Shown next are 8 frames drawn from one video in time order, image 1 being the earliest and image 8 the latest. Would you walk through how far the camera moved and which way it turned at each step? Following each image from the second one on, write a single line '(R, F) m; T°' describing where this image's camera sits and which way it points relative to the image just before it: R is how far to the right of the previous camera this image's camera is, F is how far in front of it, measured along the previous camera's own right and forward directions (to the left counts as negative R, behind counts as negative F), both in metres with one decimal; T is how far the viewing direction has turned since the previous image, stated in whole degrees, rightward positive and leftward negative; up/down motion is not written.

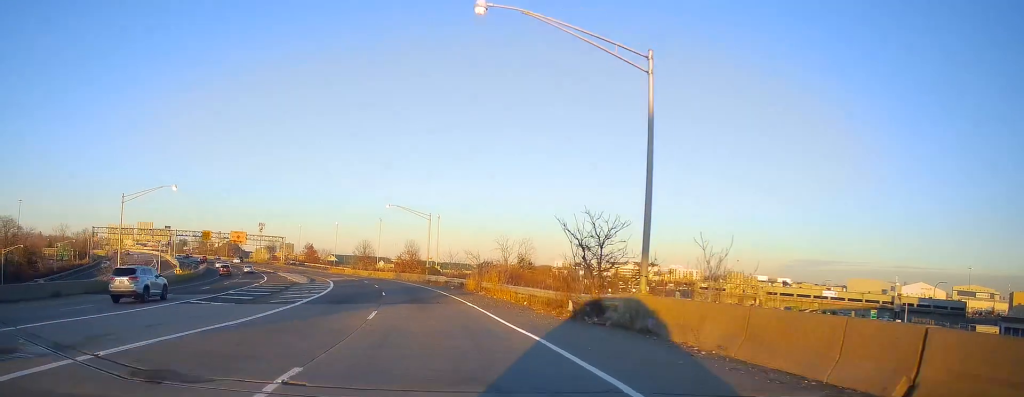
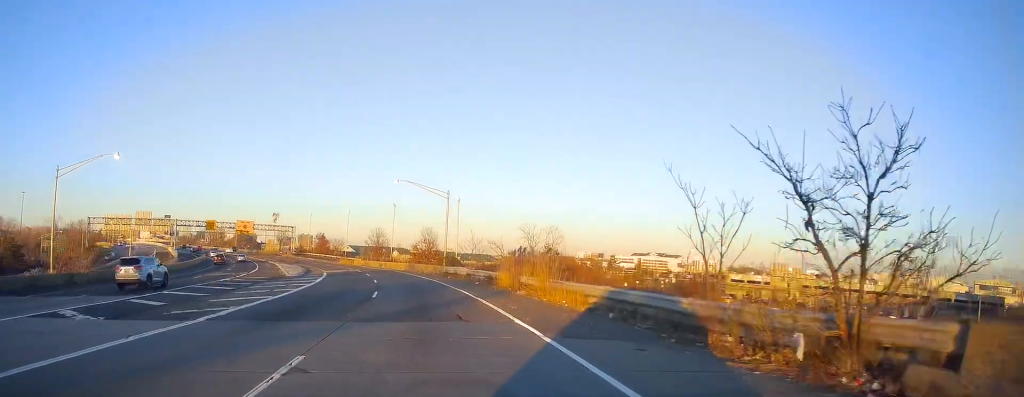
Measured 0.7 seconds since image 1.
(-0.4, +12.0) m; -3°
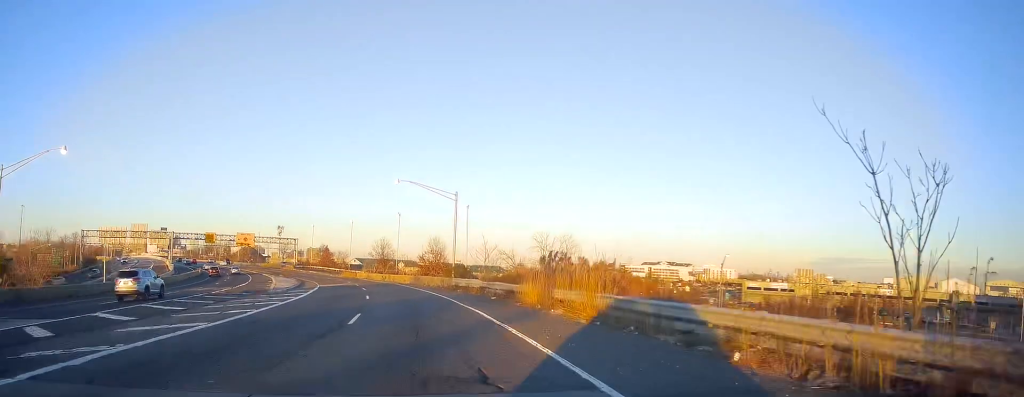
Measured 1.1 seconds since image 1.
(-0.1, +7.1) m; -1°
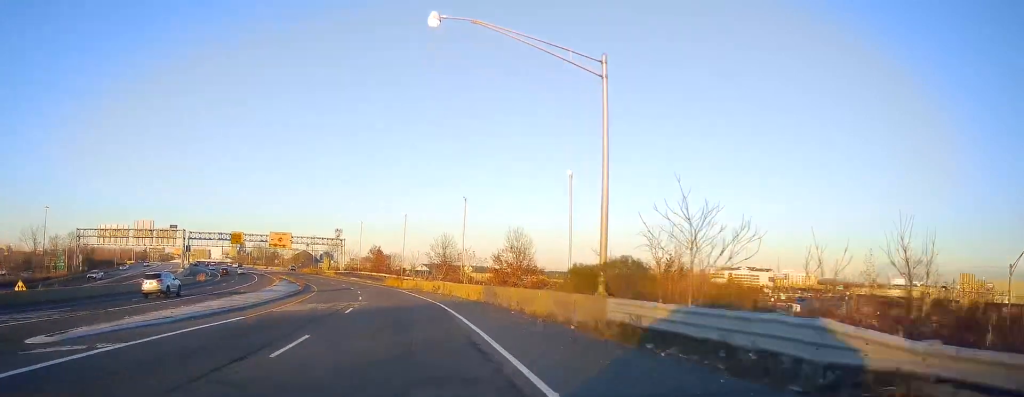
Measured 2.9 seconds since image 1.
(-1.3, +30.5) m; -6°
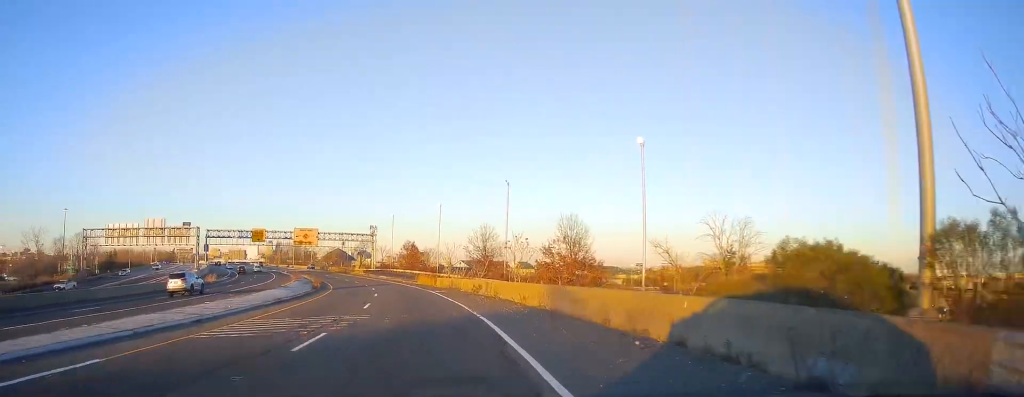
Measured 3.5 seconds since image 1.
(-0.1, +10.7) m; -3°
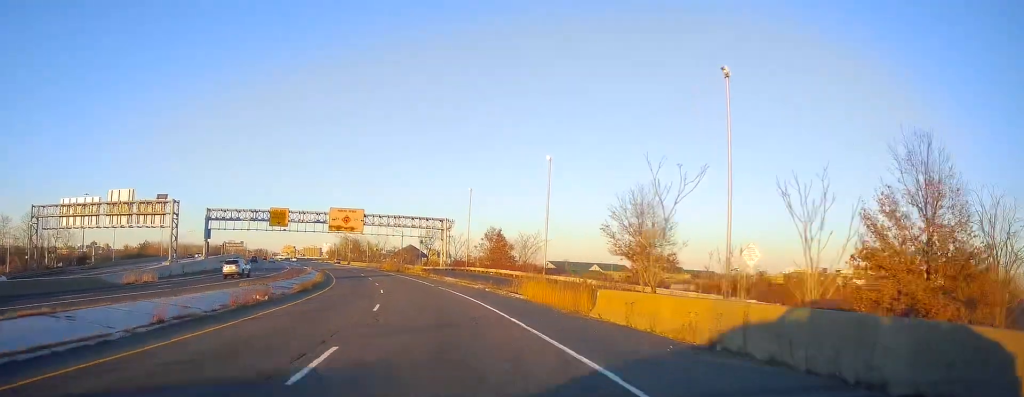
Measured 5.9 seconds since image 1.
(-3.9, +39.8) m; -9°
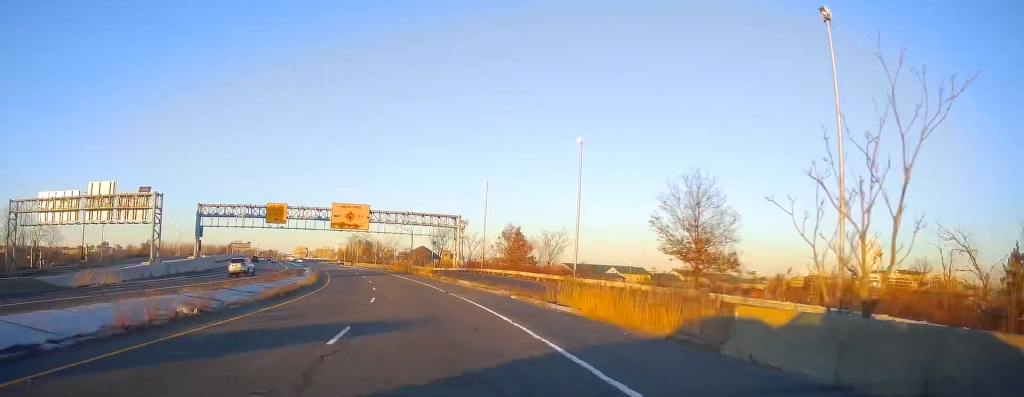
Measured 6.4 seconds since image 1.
(0.0, +8.3) m; -1°
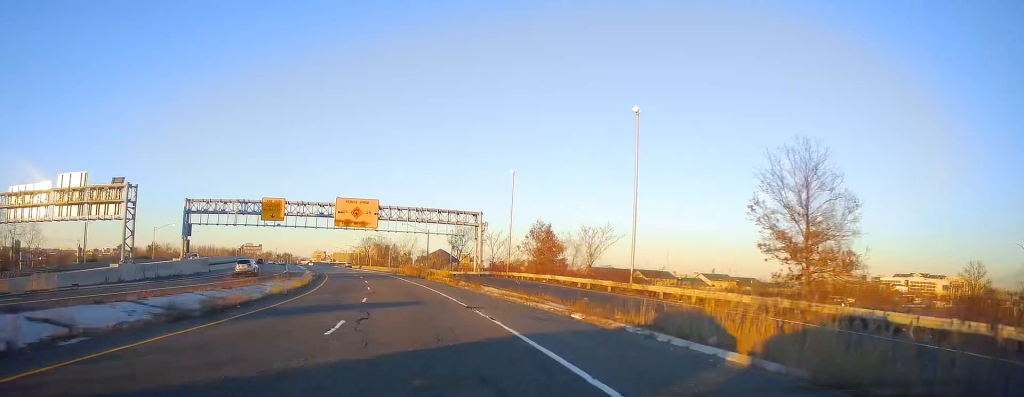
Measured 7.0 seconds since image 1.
(-0.2, +10.5) m; -2°
